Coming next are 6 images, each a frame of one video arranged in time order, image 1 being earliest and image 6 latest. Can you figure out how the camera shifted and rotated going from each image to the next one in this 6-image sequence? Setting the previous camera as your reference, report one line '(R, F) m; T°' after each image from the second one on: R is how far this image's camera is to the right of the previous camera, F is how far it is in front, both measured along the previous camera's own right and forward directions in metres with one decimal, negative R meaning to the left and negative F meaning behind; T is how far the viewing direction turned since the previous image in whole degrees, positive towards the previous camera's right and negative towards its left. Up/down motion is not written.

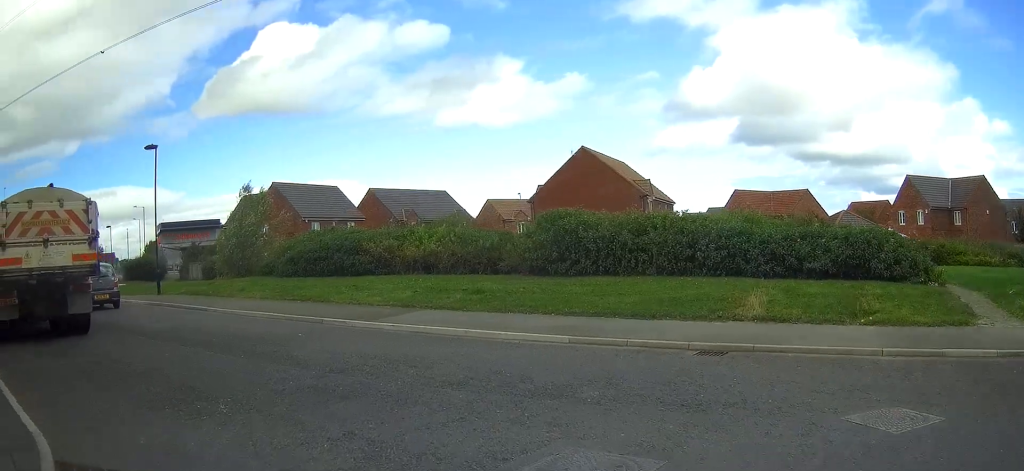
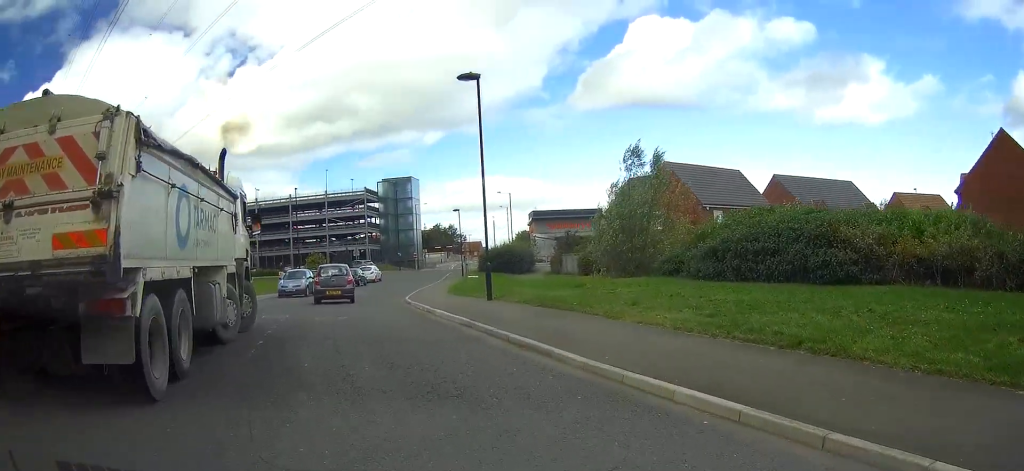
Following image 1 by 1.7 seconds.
(-2.1, +10.8) m; -22°
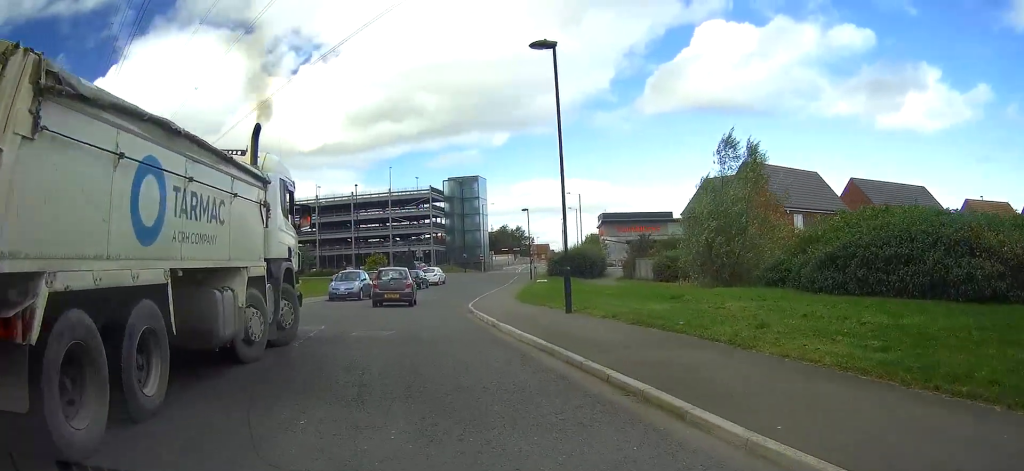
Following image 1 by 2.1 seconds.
(-0.1, +2.7) m; -5°
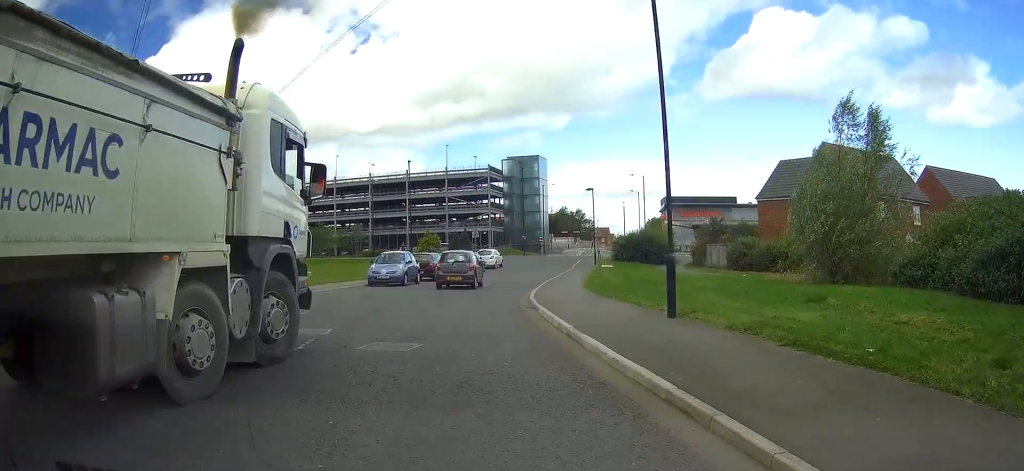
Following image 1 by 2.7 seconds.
(0.0, +3.8) m; -7°
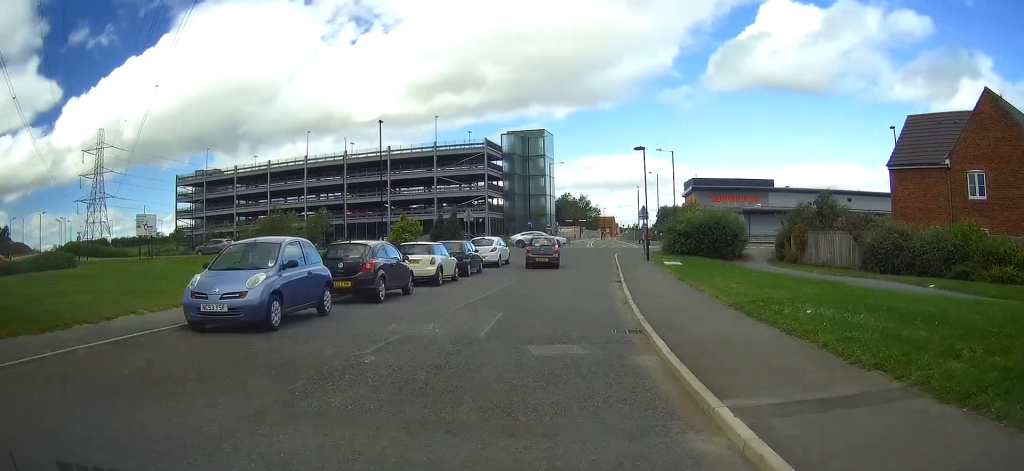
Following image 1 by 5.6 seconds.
(-2.0, +18.9) m; +1°
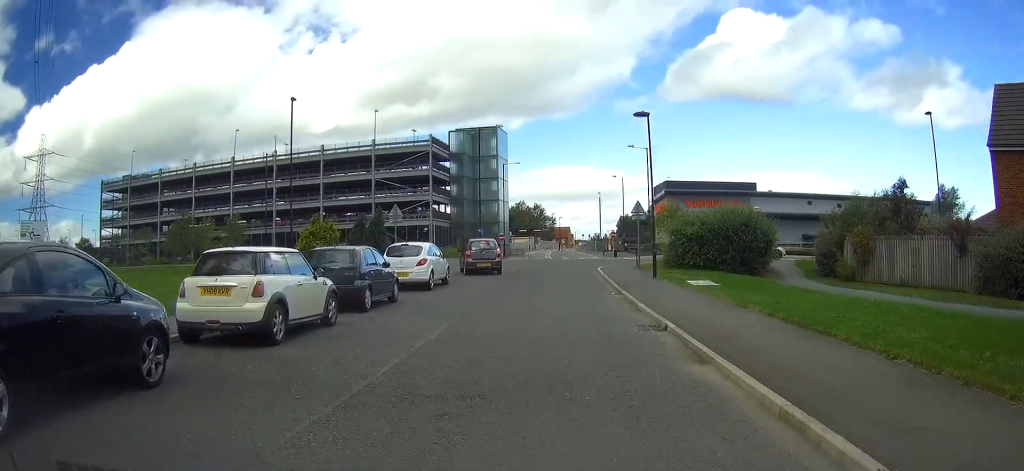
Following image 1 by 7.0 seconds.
(+0.7, +12.5) m; +2°
